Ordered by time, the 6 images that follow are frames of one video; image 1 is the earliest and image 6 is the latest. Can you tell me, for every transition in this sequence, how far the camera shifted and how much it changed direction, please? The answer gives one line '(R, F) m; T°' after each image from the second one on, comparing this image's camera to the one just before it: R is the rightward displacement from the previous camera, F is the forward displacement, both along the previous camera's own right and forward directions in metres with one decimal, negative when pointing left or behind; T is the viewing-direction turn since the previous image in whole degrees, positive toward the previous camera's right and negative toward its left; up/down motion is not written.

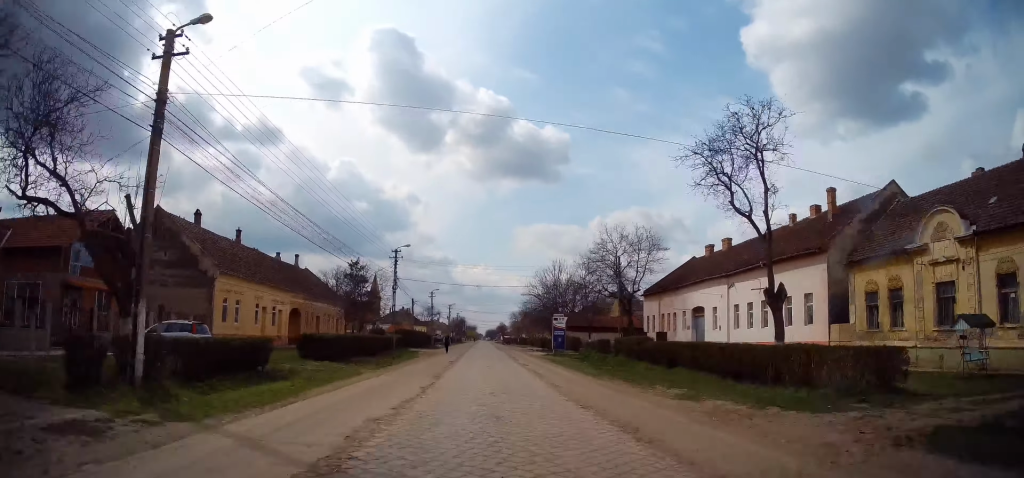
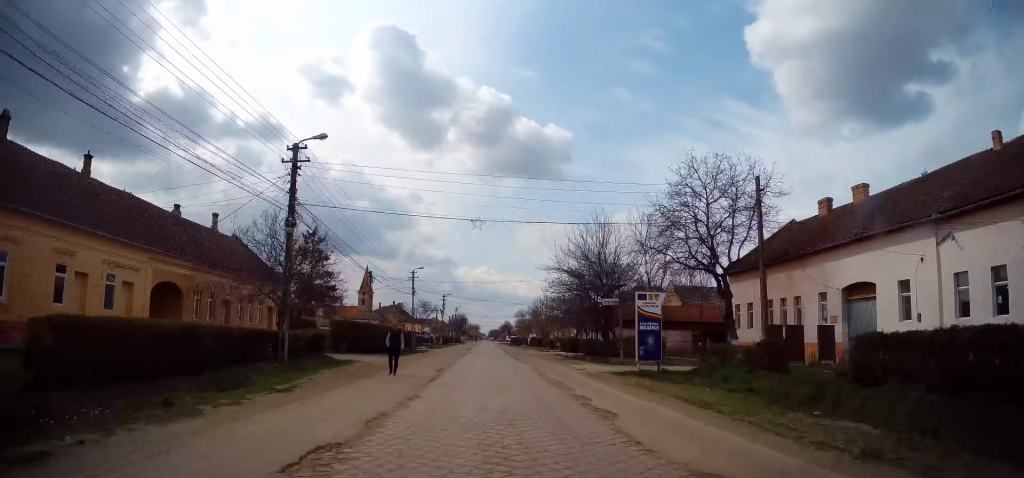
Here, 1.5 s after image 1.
(-0.3, +23.9) m; 0°
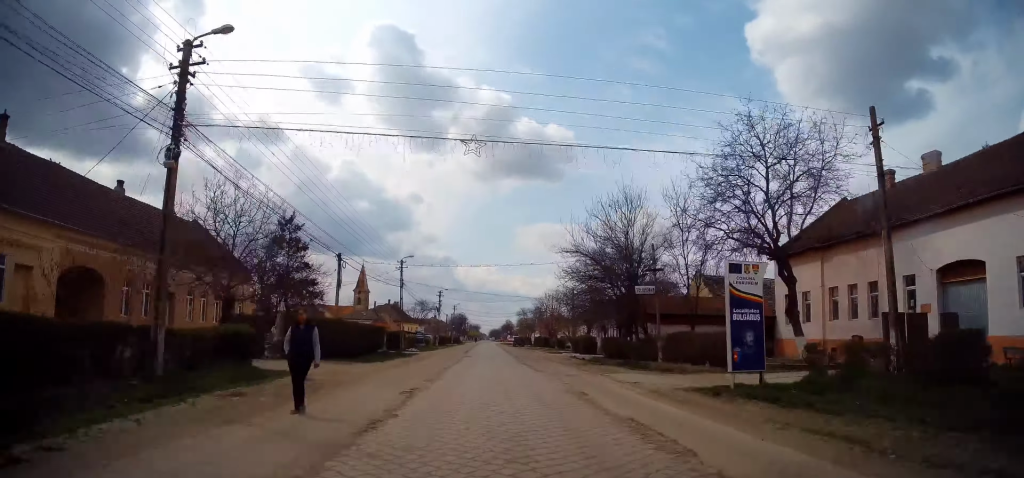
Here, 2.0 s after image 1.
(+0.2, +8.1) m; +1°
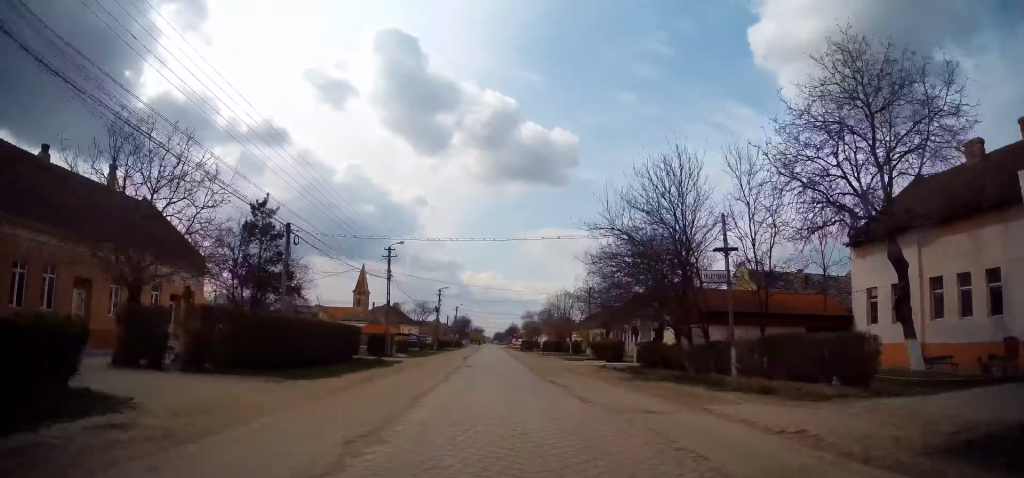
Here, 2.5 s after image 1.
(+0.1, +8.7) m; 0°
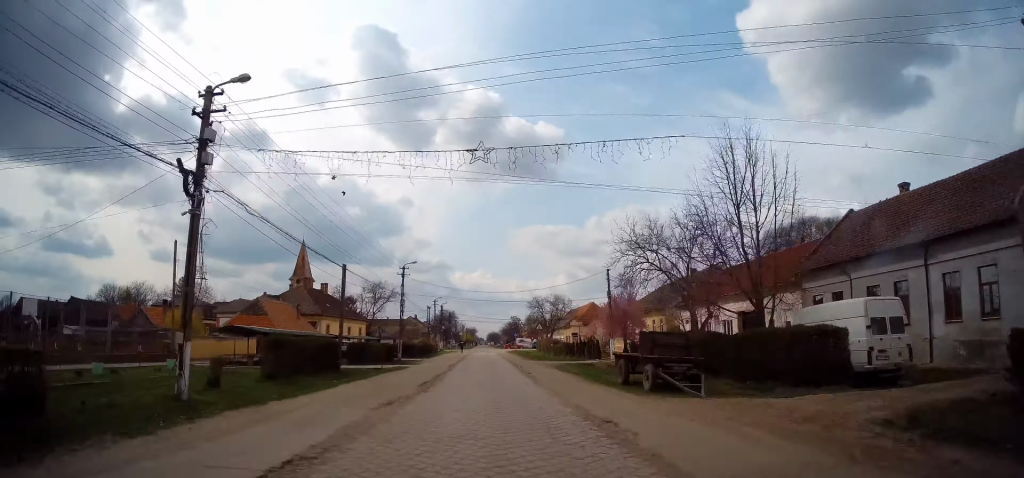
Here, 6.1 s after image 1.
(-1.6, +58.7) m; -2°
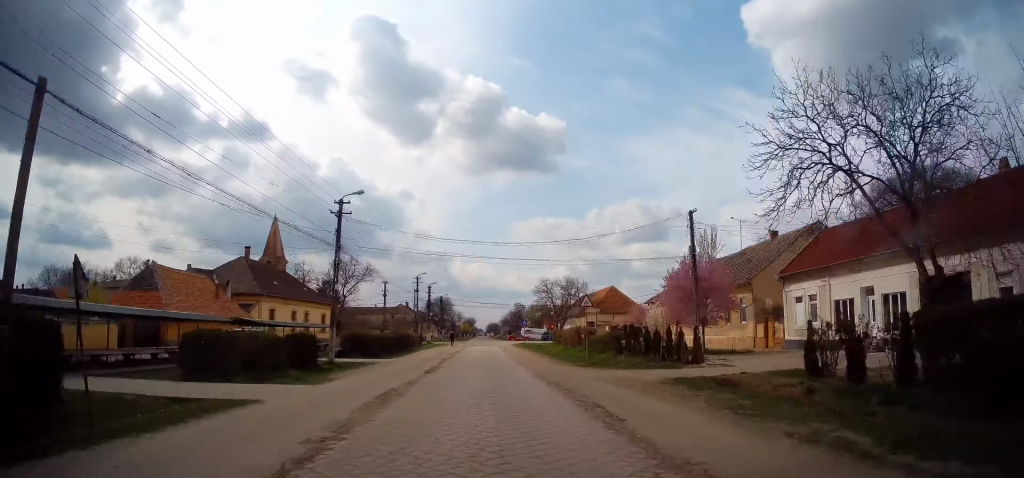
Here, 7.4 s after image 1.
(+0.3, +20.5) m; 0°
